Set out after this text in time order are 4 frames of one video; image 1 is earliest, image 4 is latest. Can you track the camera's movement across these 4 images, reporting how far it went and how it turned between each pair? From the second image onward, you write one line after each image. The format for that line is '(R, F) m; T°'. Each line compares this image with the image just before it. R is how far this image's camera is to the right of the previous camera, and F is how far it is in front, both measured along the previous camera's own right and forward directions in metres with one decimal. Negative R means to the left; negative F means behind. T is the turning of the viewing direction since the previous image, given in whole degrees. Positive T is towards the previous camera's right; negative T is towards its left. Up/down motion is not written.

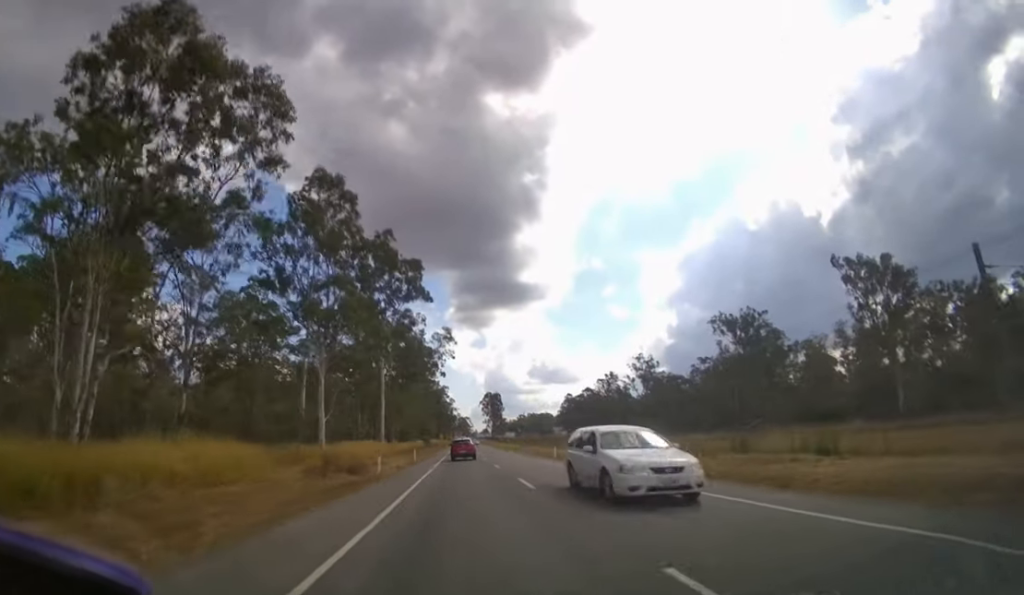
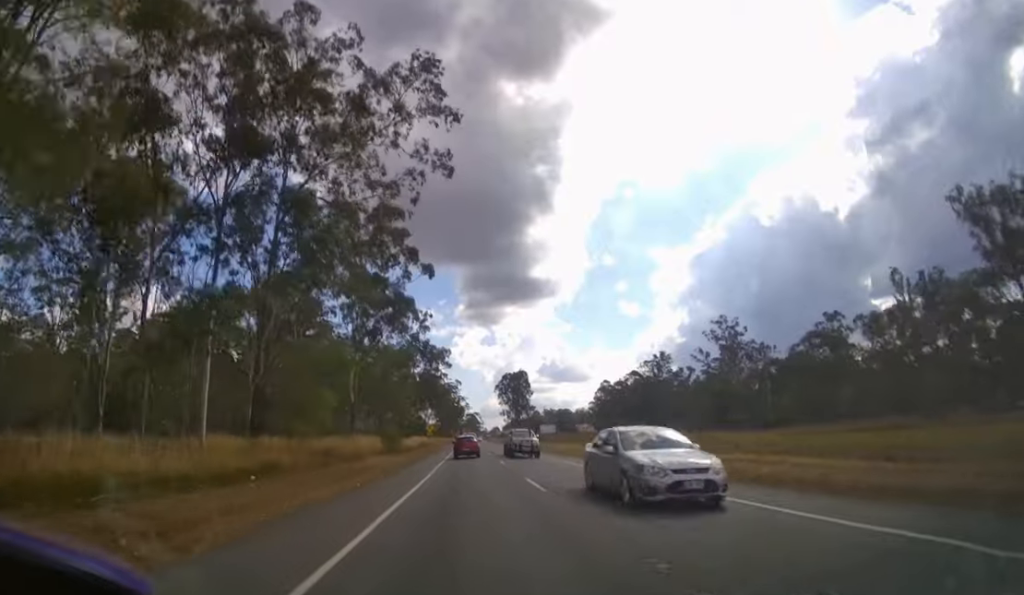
(-0.3, +66.9) m; -1°
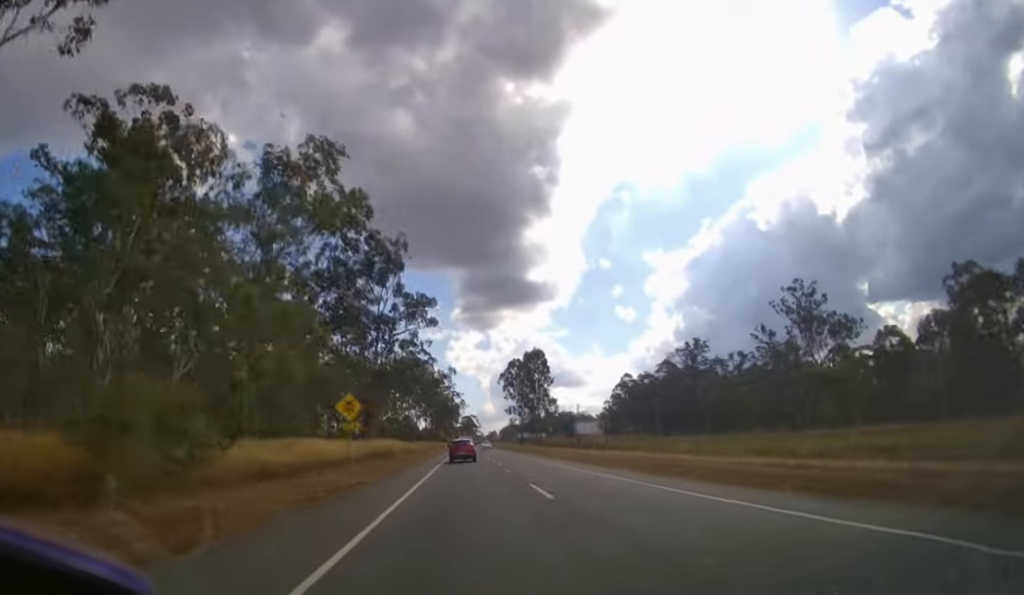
(0.0, +35.7) m; 0°
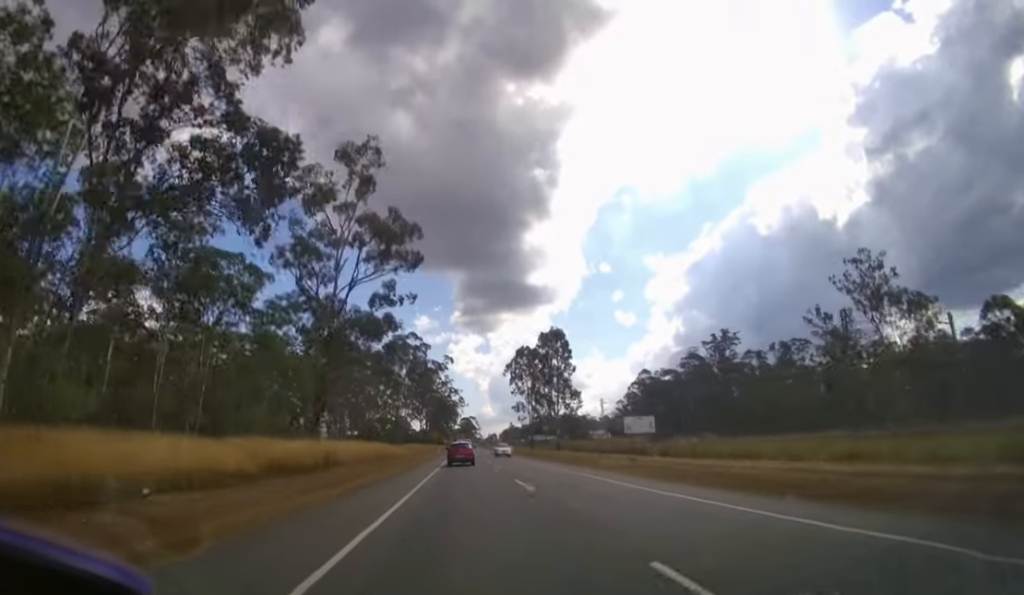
(0.0, +18.1) m; 0°
